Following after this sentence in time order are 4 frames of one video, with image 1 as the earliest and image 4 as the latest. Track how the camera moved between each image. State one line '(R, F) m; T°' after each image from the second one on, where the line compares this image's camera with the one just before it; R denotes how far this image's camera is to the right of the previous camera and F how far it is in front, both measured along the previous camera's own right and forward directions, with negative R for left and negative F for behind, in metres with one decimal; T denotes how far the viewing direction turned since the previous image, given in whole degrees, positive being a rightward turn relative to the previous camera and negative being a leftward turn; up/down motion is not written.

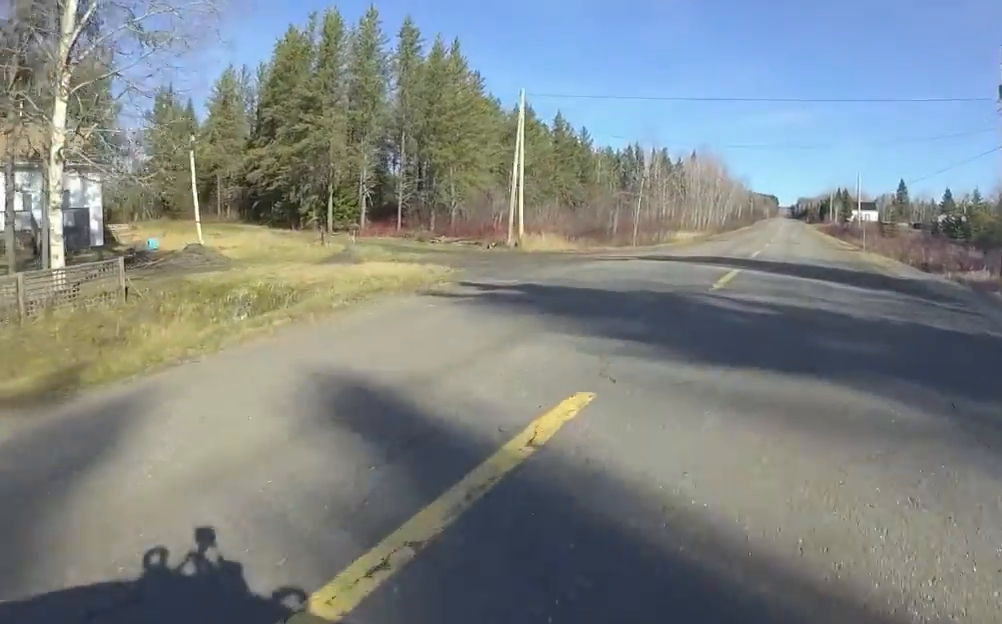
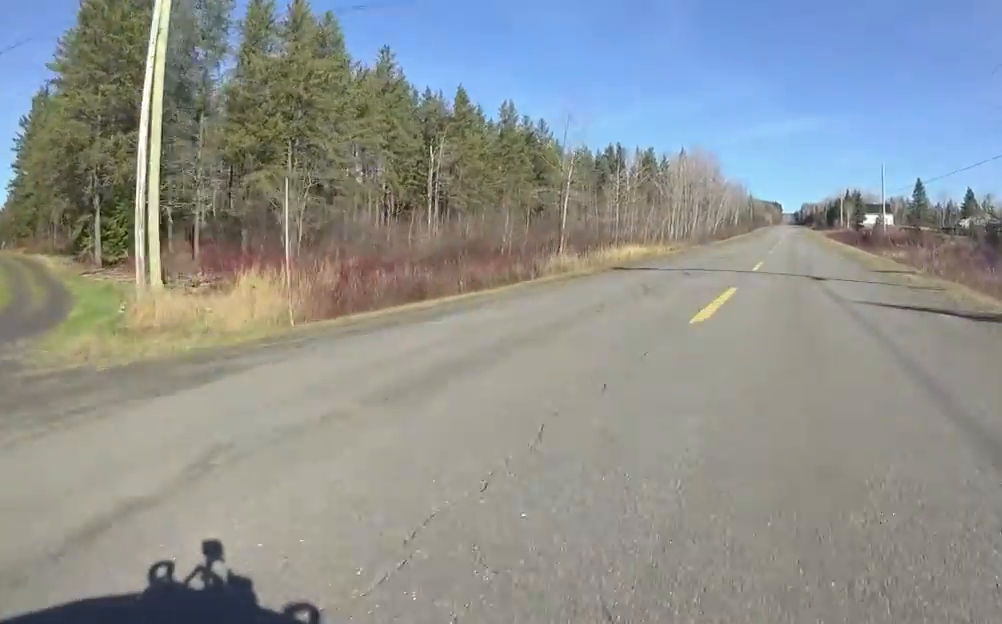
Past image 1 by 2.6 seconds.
(+0.2, +21.1) m; +1°
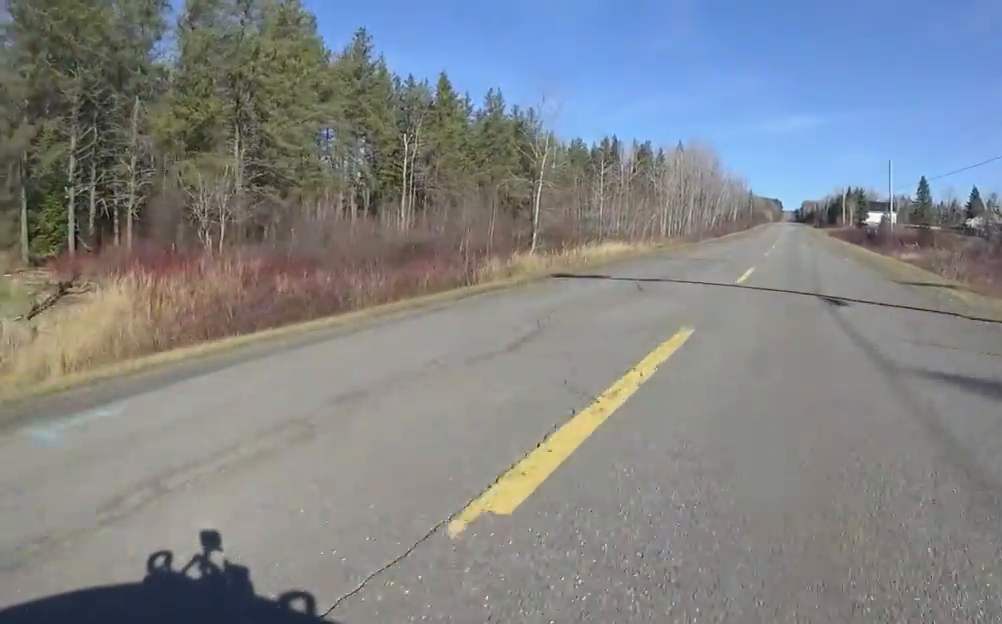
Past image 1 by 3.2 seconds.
(-0.6, +4.5) m; +4°
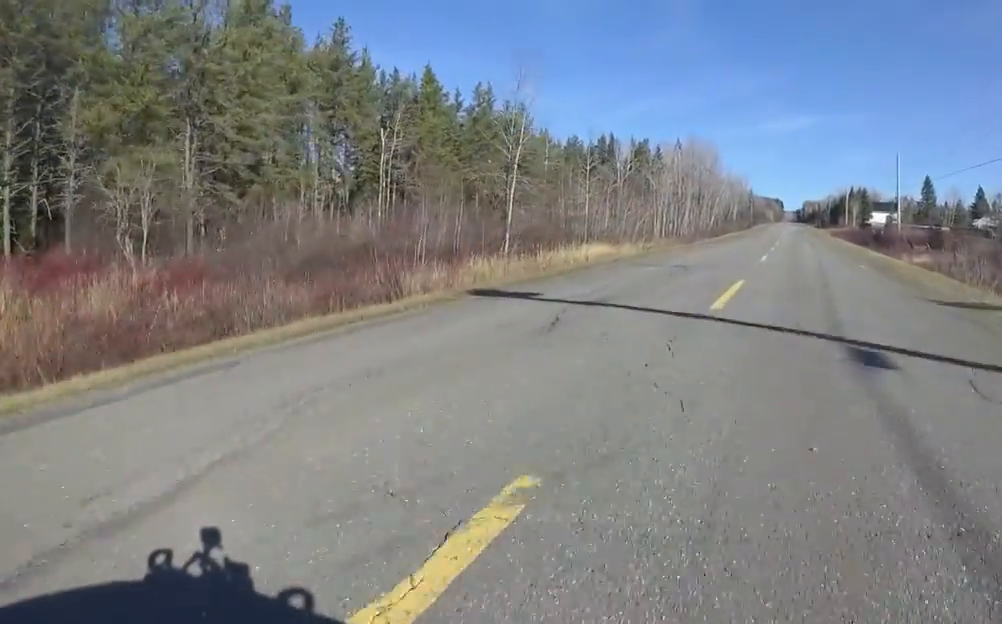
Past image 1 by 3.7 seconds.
(+0.6, +3.6) m; +3°
